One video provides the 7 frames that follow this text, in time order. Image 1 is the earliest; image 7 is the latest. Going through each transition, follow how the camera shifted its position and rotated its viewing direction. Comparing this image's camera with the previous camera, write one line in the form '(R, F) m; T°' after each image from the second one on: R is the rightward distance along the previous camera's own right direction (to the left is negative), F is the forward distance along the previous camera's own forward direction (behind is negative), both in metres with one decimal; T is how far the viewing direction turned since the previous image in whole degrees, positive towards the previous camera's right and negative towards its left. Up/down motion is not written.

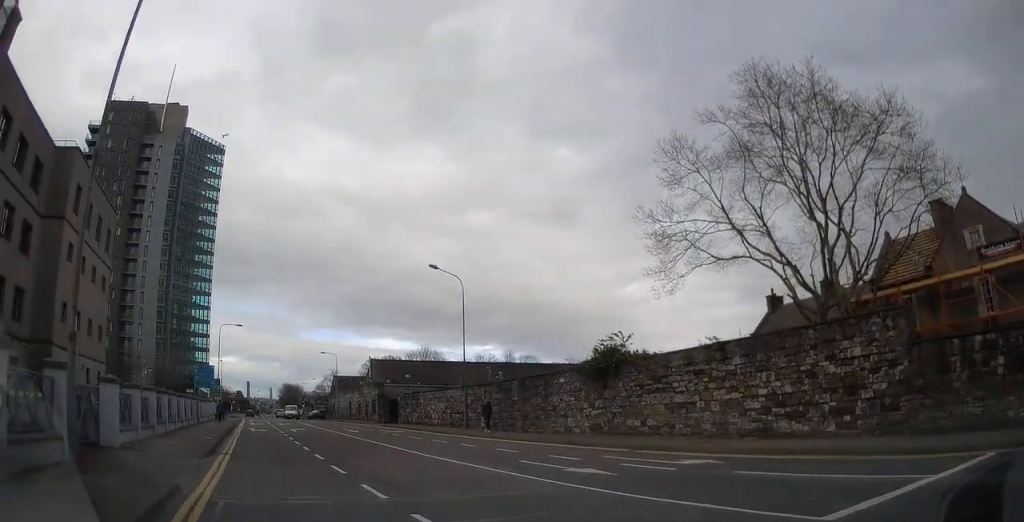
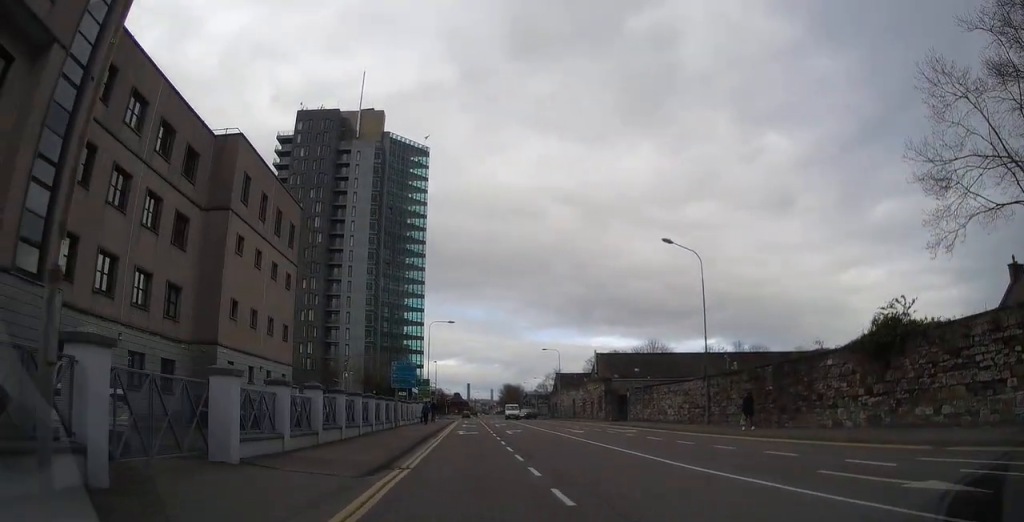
(-0.8, +4.5) m; -18°
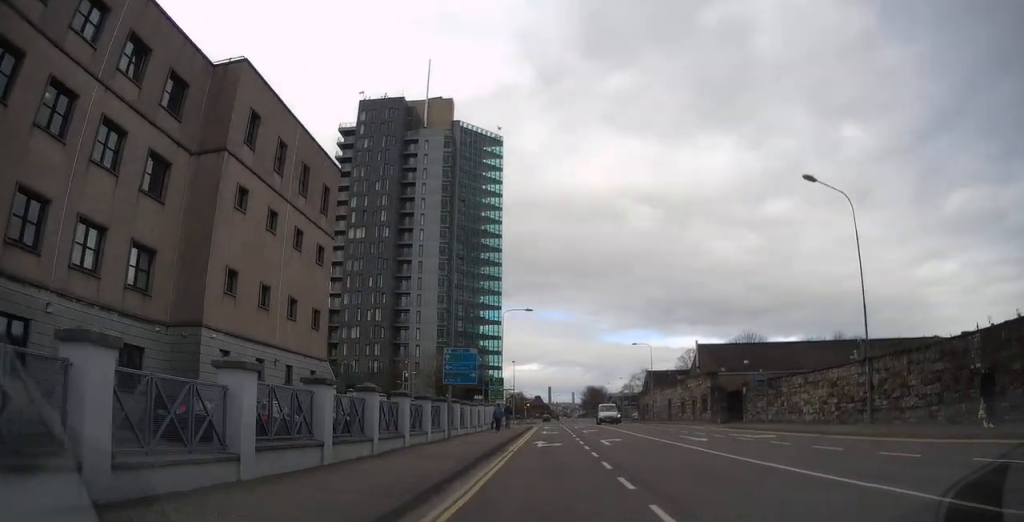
(-1.4, +8.3) m; -14°
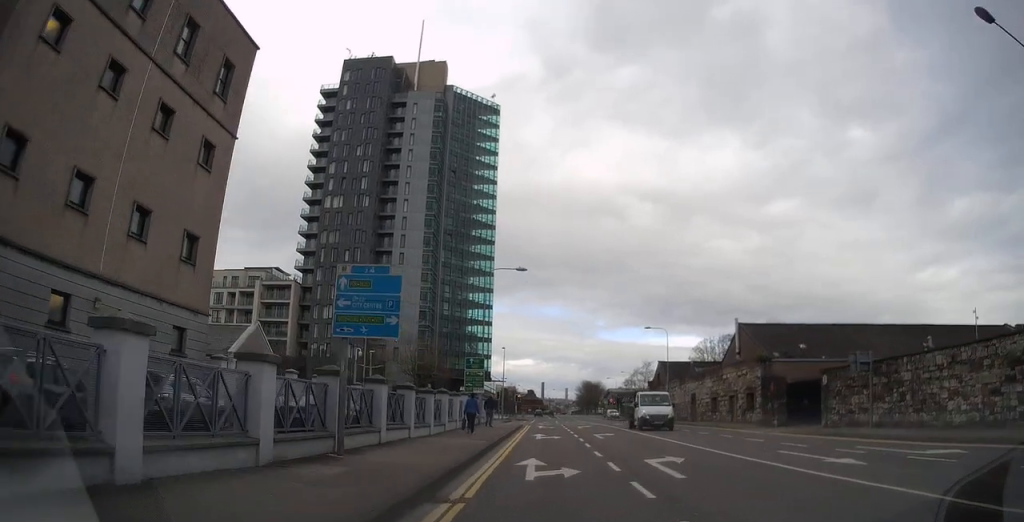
(-1.4, +12.8) m; -14°
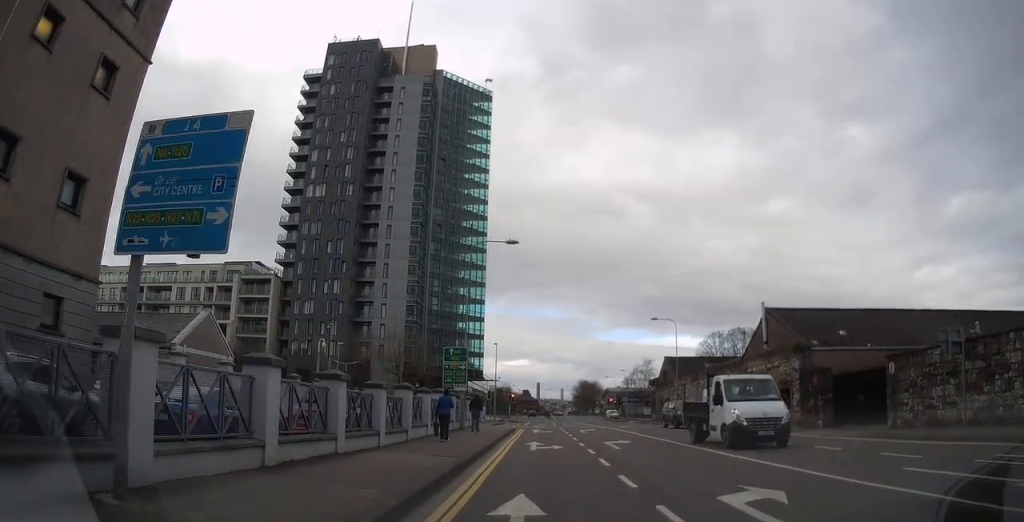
(-0.6, +7.0) m; -3°
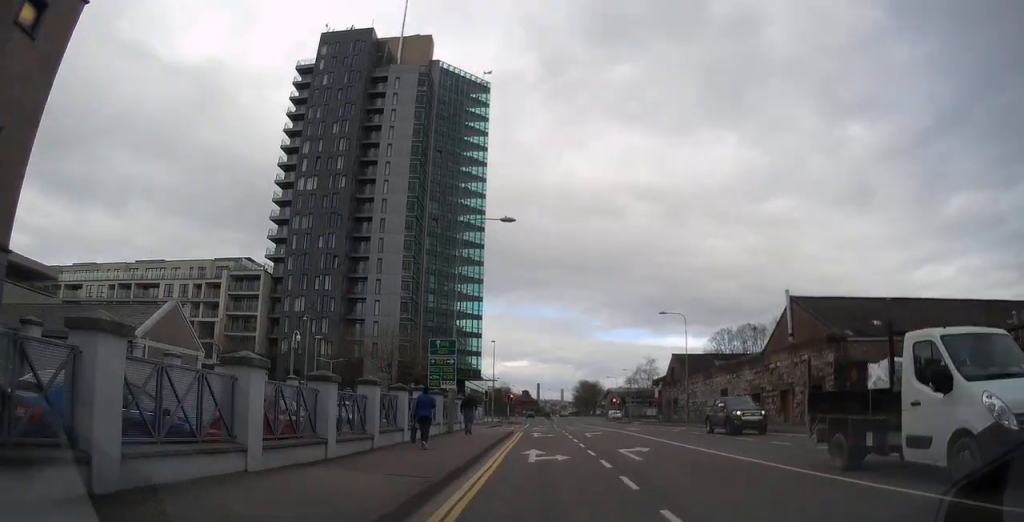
(+0.1, +4.4) m; +1°
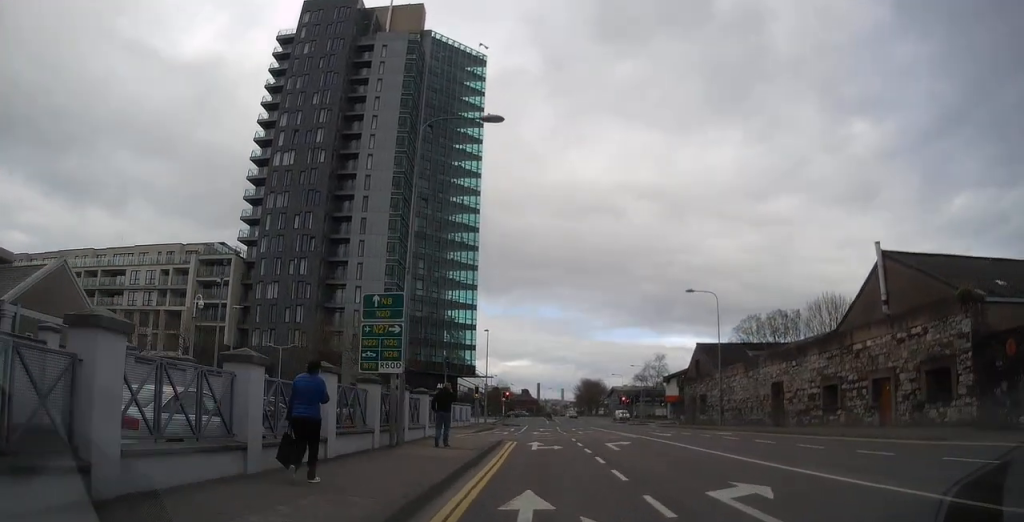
(0.0, +10.6) m; 0°
